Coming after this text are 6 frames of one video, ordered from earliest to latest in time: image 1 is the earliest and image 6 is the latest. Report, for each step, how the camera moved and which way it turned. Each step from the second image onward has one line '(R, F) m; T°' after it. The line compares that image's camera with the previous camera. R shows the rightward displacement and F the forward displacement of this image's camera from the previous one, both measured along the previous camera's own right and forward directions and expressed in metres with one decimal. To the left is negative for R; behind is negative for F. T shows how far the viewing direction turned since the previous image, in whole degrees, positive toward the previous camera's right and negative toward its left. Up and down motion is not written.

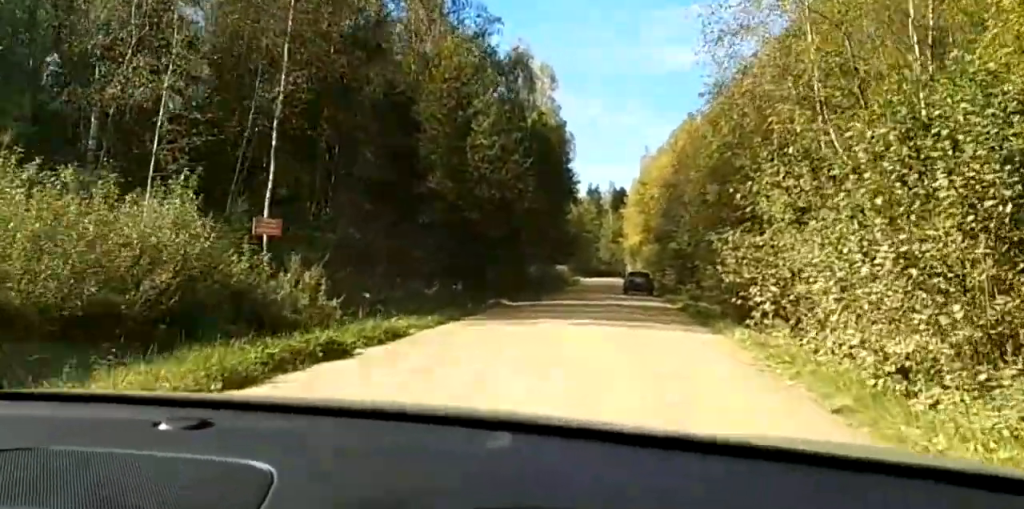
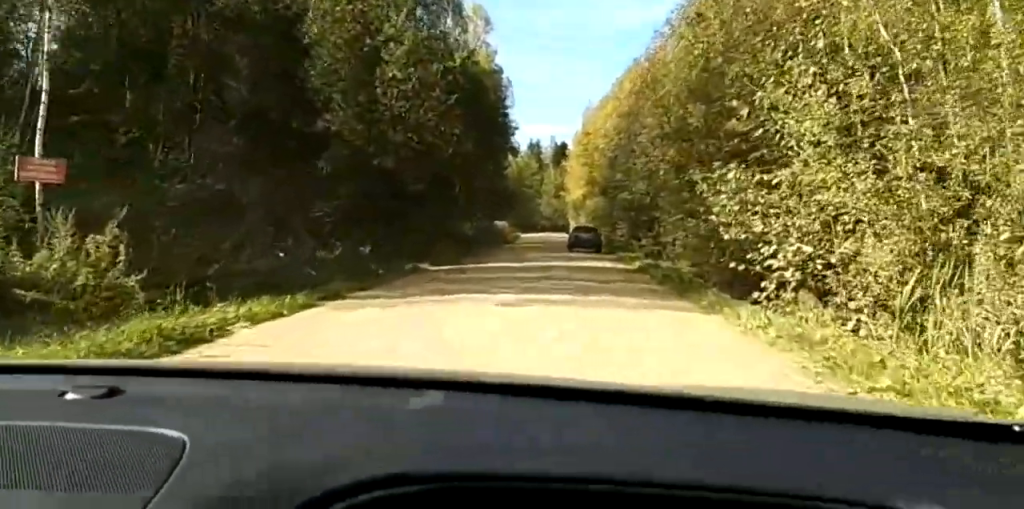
(+0.1, +7.8) m; +2°
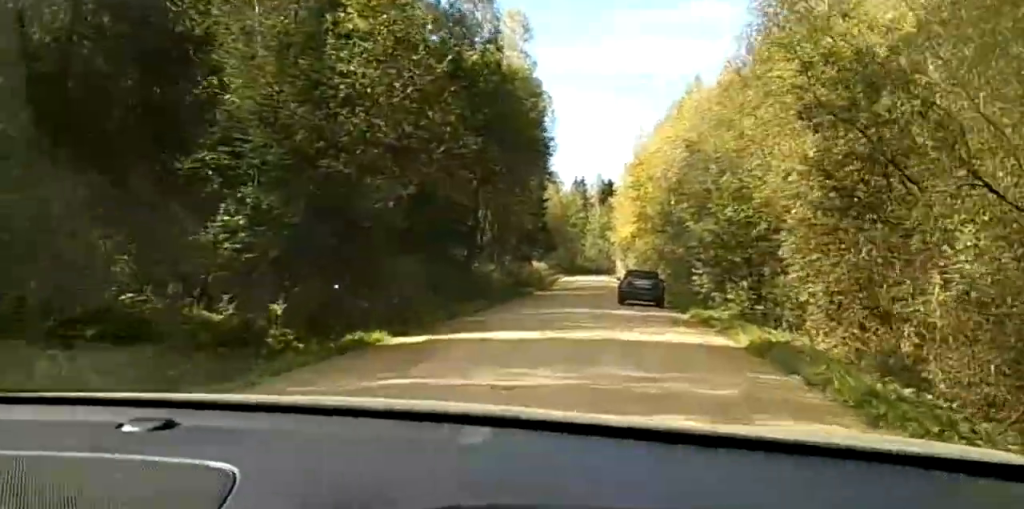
(+0.5, +14.7) m; +2°
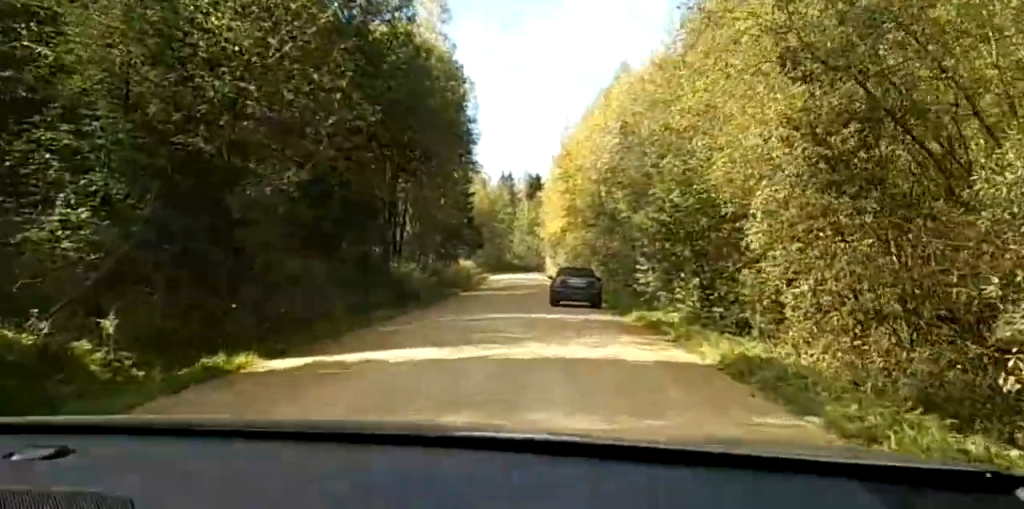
(0.0, +5.1) m; 0°
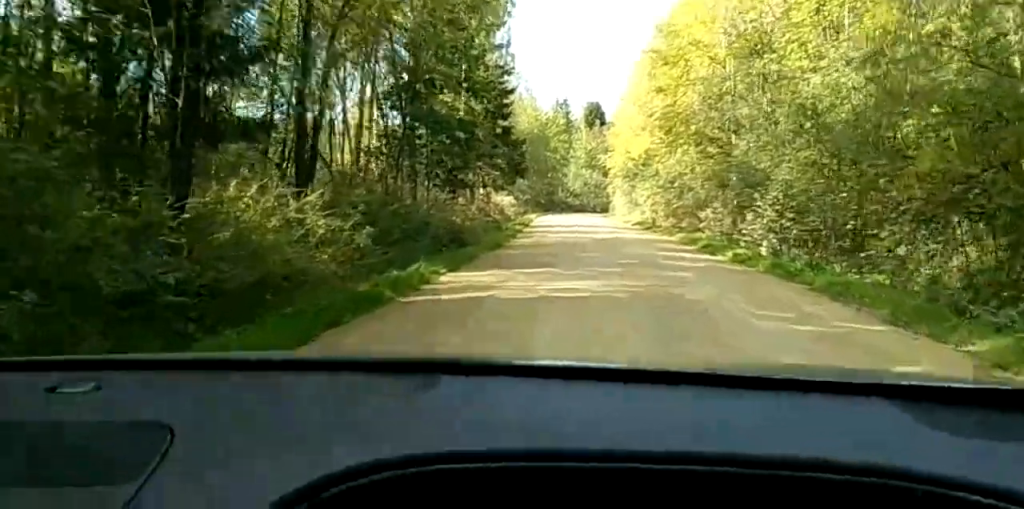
(+0.4, +36.0) m; +3°
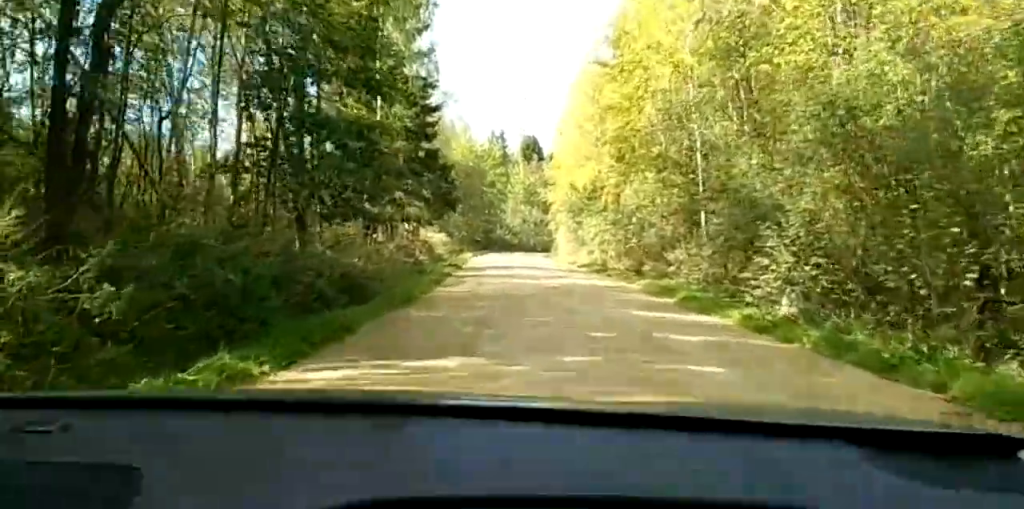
(+0.5, +8.6) m; +1°
